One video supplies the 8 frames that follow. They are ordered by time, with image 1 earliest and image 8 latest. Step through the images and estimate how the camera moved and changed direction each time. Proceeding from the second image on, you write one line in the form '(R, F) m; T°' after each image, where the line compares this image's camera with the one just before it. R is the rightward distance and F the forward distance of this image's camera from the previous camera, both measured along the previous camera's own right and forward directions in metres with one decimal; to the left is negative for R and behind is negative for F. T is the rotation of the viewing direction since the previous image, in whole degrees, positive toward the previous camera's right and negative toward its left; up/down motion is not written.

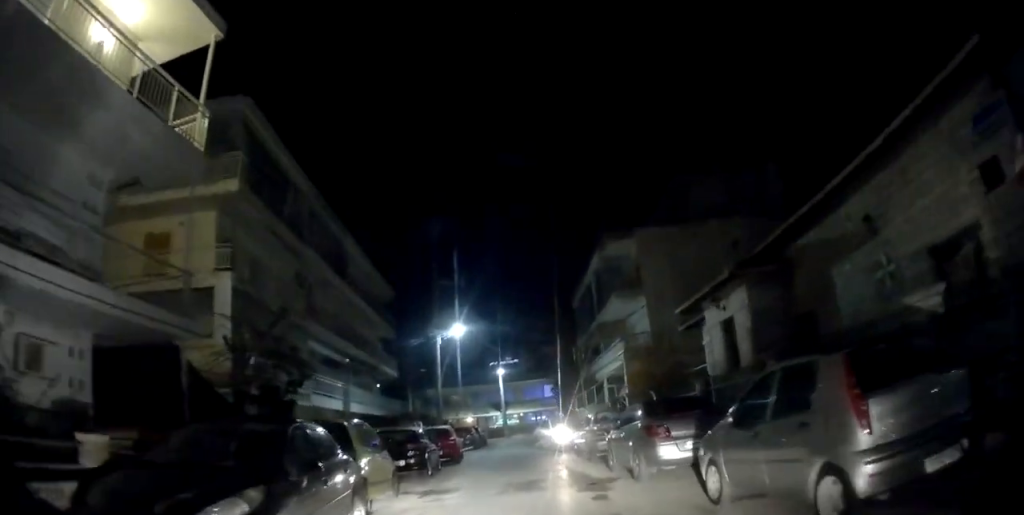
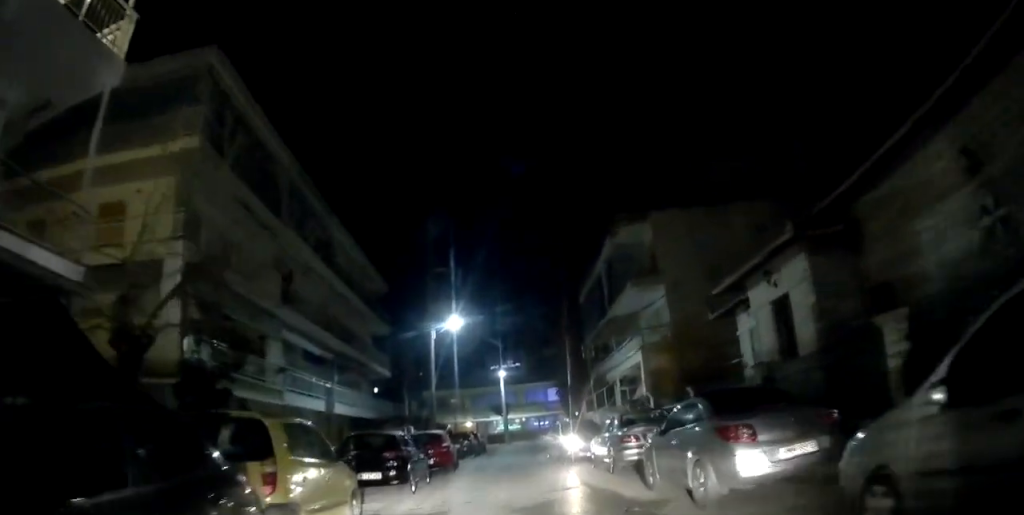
(-0.1, +3.3) m; +1°
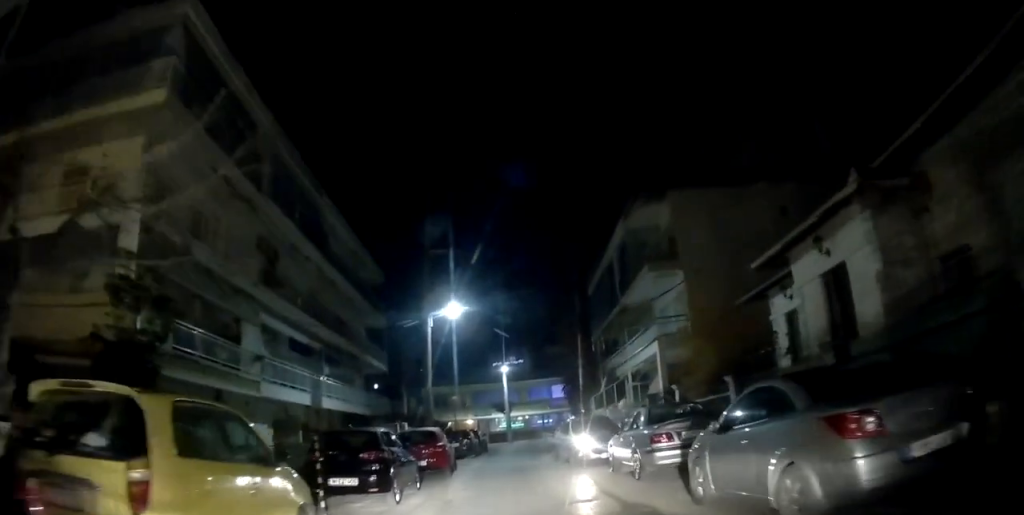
(+0.1, +2.2) m; +2°
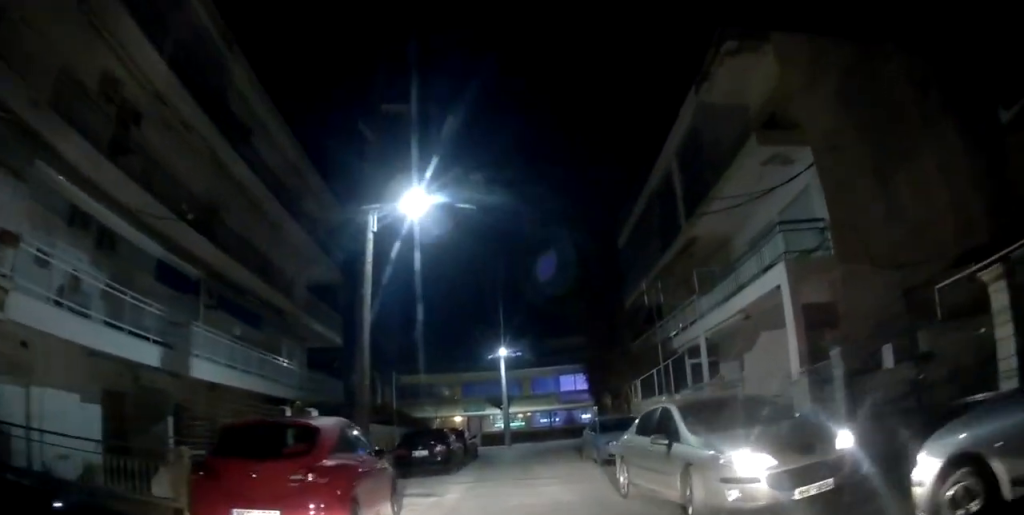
(+0.3, +10.5) m; +1°
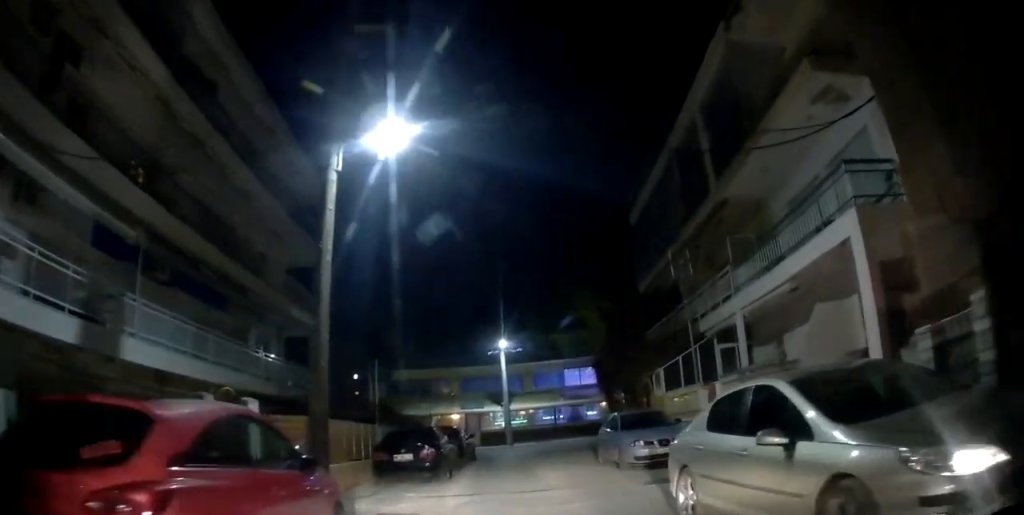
(0.0, +3.0) m; +1°
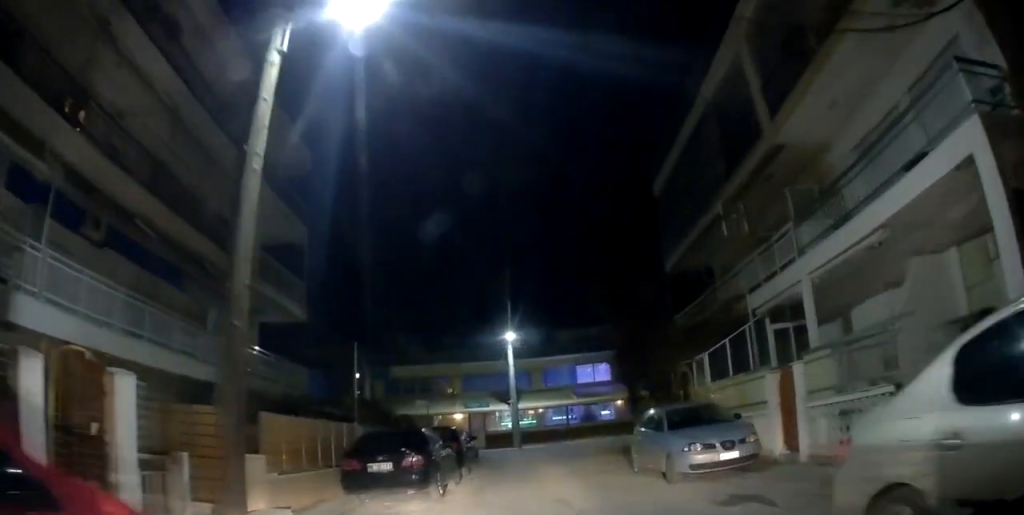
(+0.1, +3.6) m; +2°
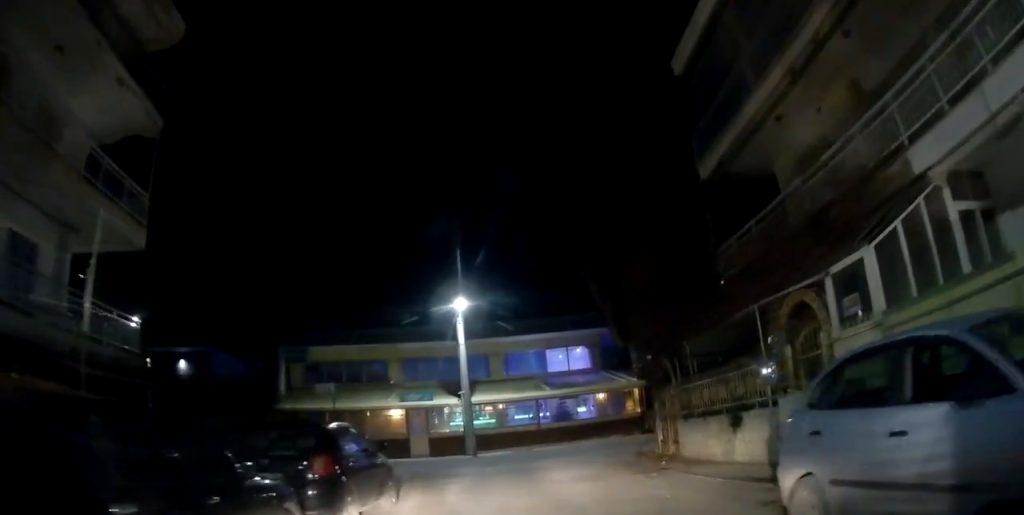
(-0.3, +8.2) m; +2°
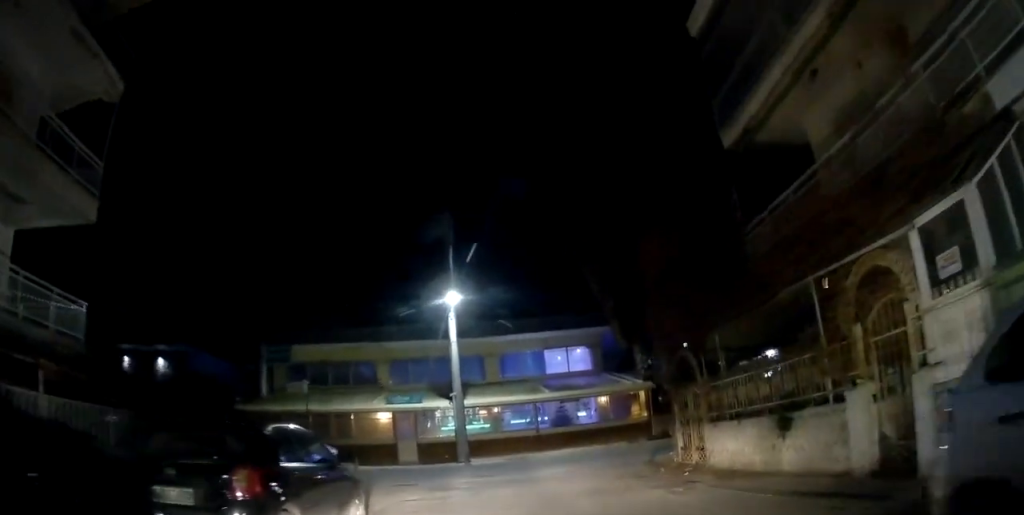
(+0.2, +1.8) m; +1°
